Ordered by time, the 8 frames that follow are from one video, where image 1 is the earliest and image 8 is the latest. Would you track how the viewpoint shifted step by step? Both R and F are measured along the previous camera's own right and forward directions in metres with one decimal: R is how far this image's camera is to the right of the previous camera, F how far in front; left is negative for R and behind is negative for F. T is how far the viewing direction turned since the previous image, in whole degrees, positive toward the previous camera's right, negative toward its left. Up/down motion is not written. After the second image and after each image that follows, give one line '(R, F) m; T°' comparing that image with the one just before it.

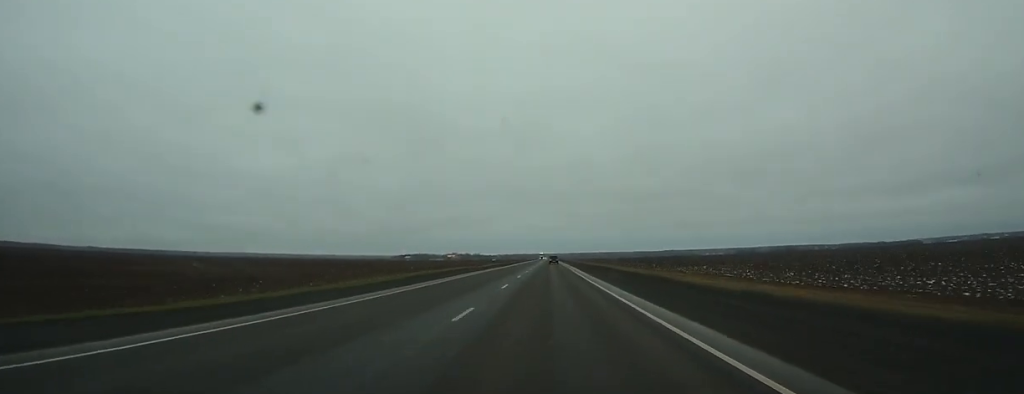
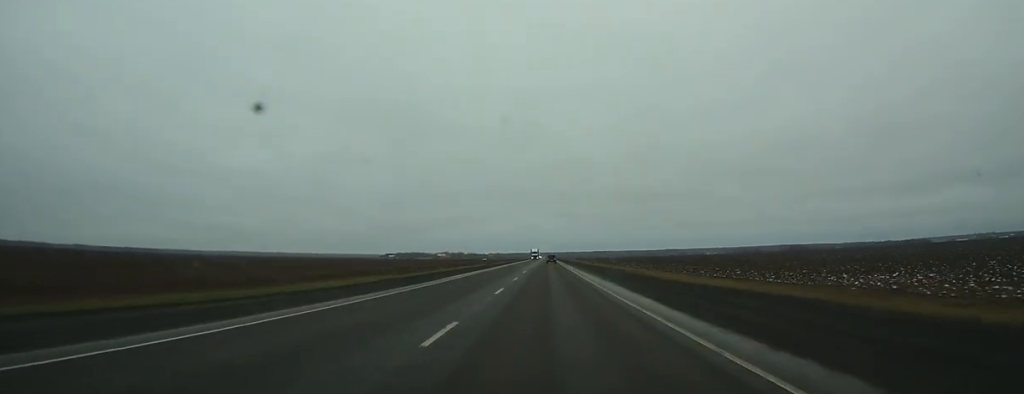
(+0.1, +63.2) m; 0°
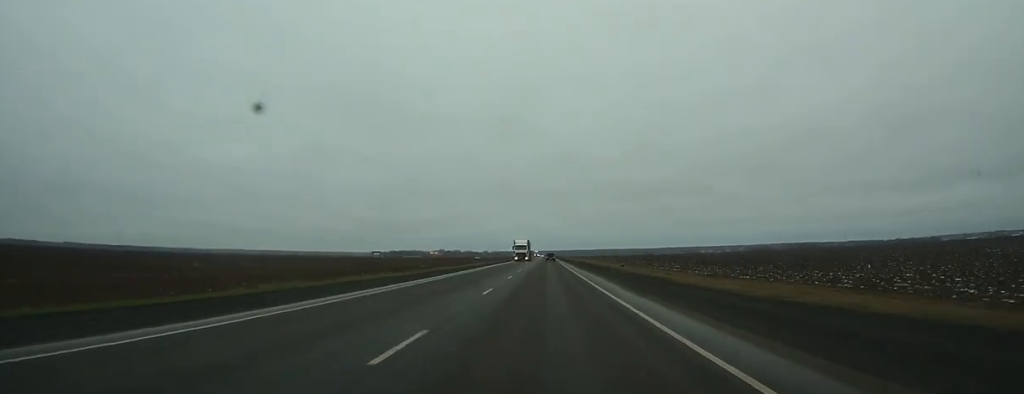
(+0.1, +61.7) m; 0°
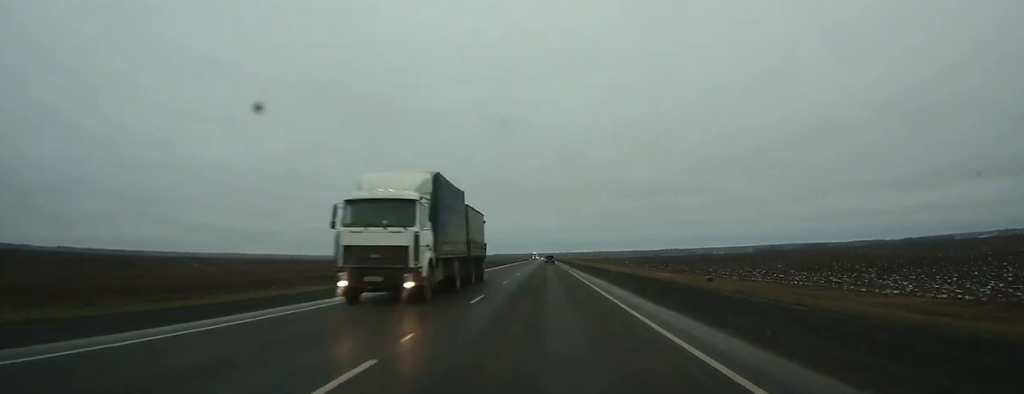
(0.0, +50.8) m; 0°
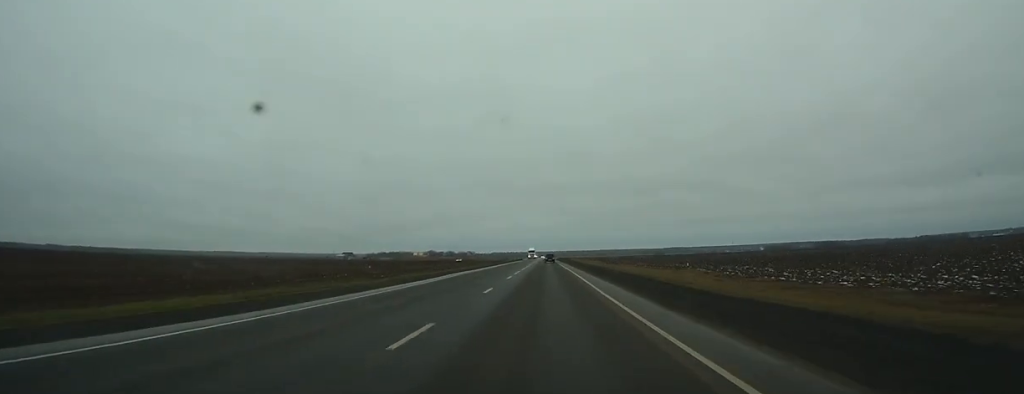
(0.0, +68.0) m; 0°
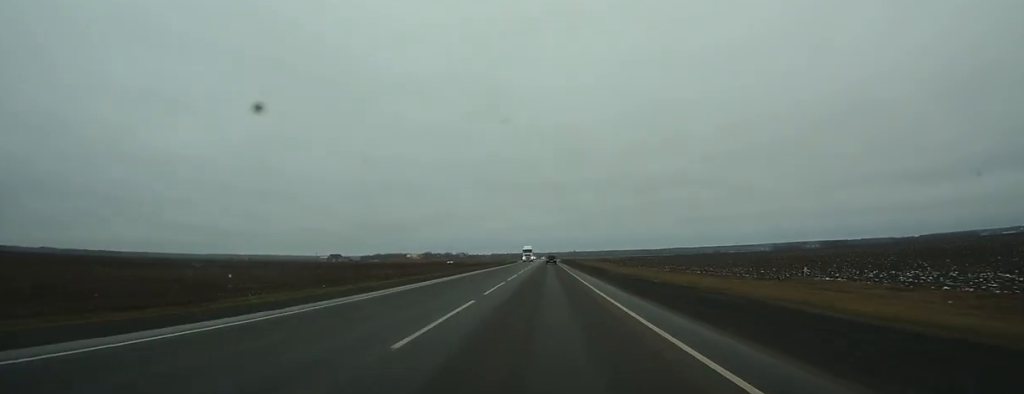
(-0.1, +41.7) m; 0°
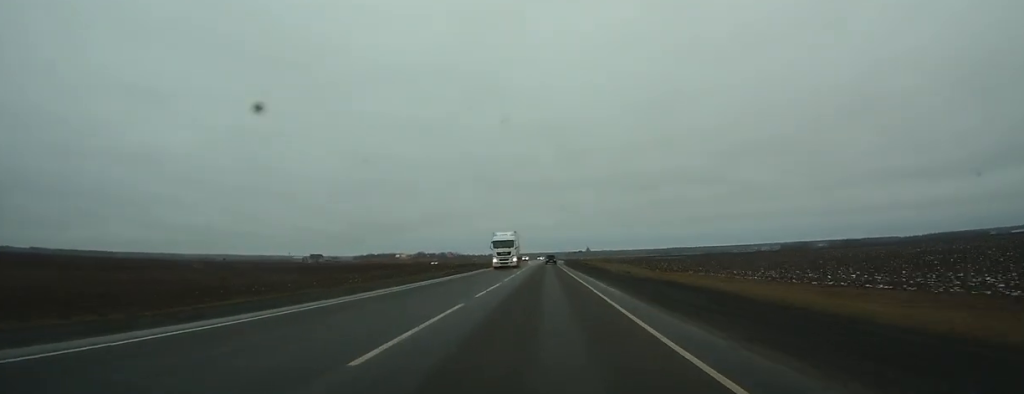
(-0.1, +49.4) m; 0°
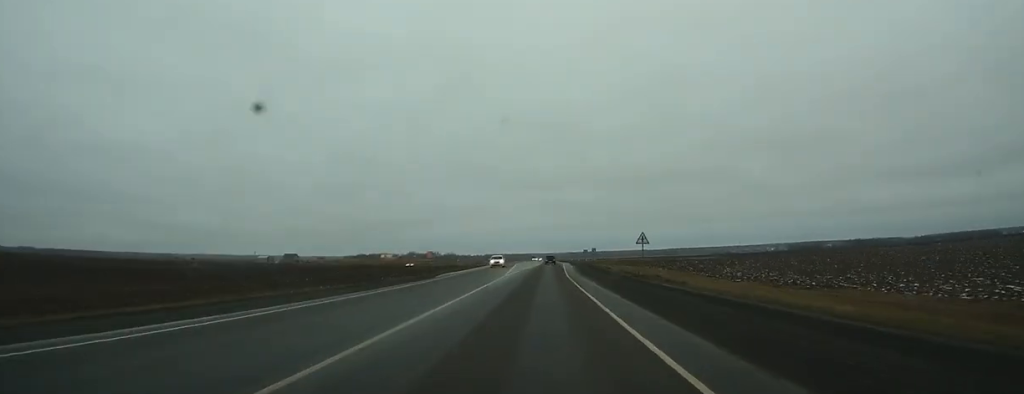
(0.0, +55.0) m; 0°
